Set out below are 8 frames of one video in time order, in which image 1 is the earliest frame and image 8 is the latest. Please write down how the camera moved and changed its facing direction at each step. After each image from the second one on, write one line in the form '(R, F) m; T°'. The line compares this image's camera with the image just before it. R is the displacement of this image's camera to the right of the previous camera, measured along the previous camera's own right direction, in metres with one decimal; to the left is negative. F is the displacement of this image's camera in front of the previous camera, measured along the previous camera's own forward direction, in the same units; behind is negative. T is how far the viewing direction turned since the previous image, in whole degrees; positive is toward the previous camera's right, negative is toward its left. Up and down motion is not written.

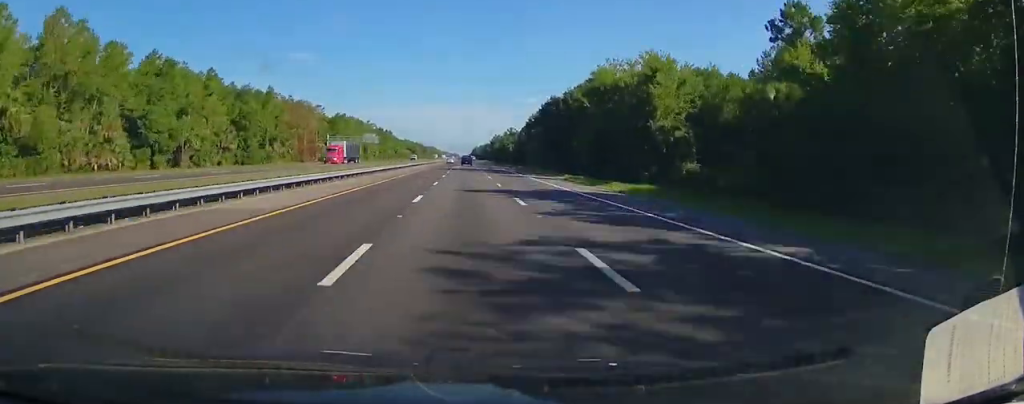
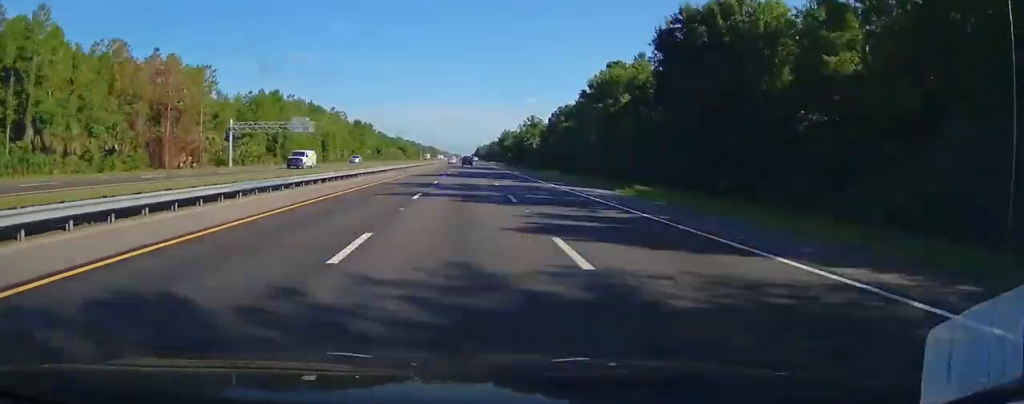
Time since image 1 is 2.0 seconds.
(+0.3, +73.0) m; 0°
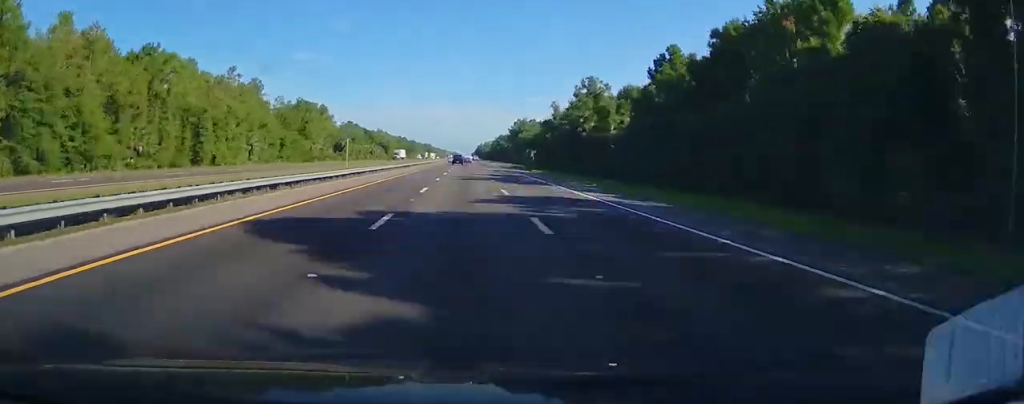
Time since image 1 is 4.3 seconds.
(-0.1, +82.8) m; 0°
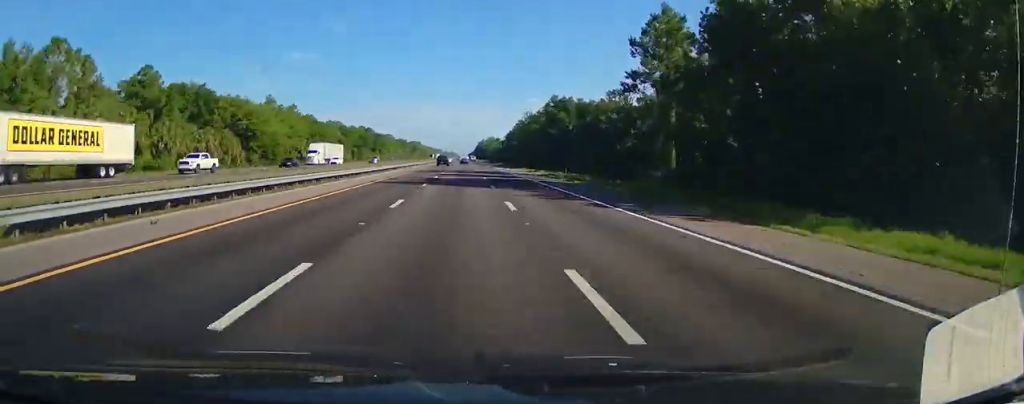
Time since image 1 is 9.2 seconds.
(-1.0, +180.7) m; 0°
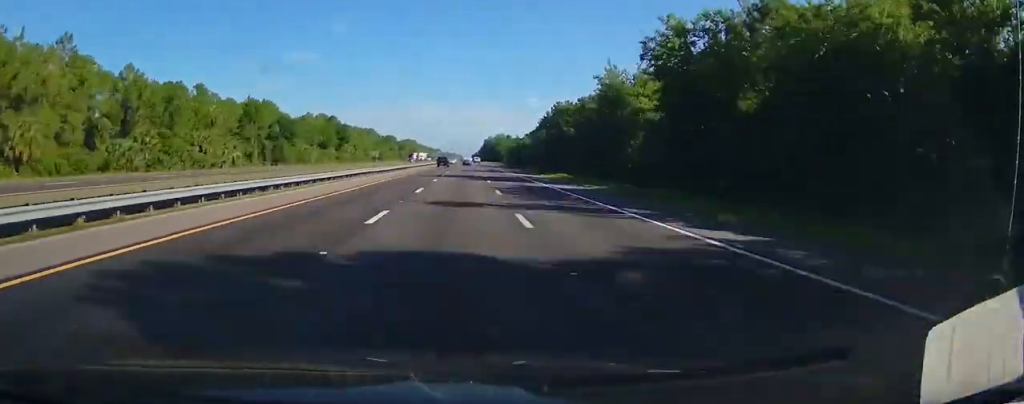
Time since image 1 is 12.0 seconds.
(+0.2, +103.3) m; 0°
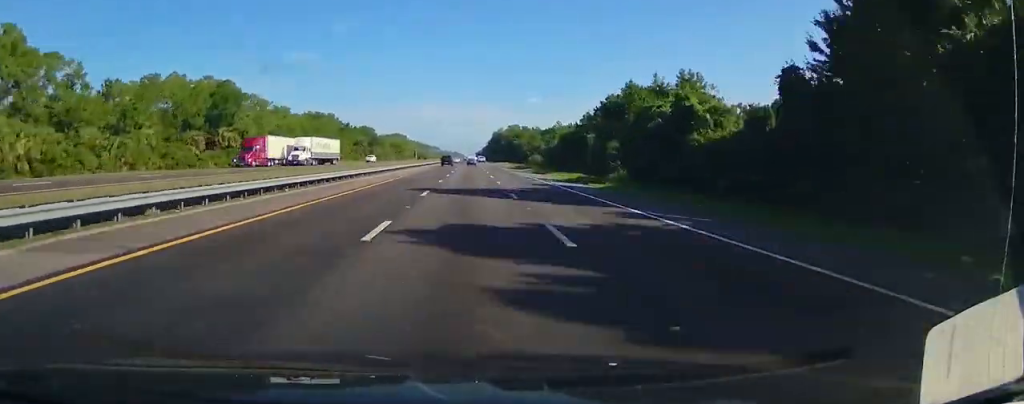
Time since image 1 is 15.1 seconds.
(+0.2, +113.3) m; 0°
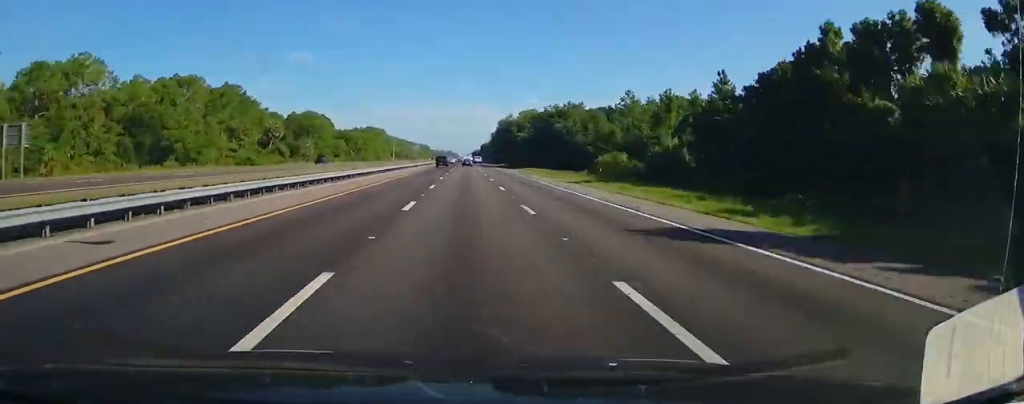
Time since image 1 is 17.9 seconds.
(-0.3, +103.8) m; 0°
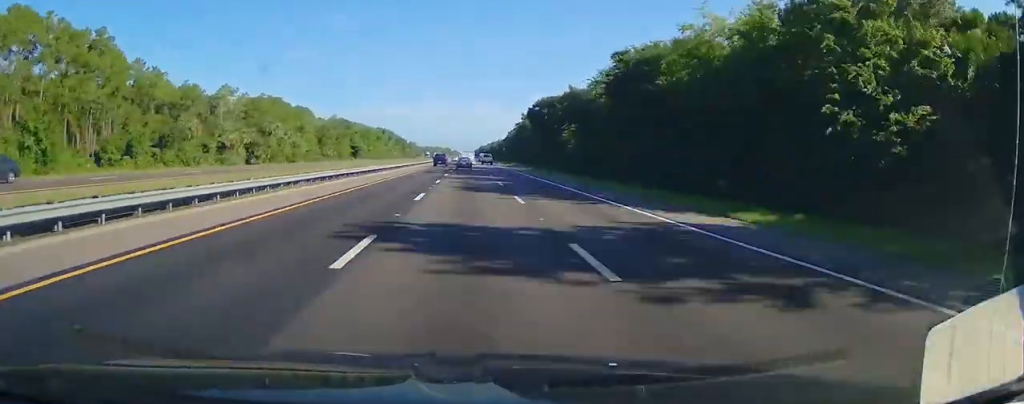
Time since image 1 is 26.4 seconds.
(-0.5, +314.4) m; 0°
